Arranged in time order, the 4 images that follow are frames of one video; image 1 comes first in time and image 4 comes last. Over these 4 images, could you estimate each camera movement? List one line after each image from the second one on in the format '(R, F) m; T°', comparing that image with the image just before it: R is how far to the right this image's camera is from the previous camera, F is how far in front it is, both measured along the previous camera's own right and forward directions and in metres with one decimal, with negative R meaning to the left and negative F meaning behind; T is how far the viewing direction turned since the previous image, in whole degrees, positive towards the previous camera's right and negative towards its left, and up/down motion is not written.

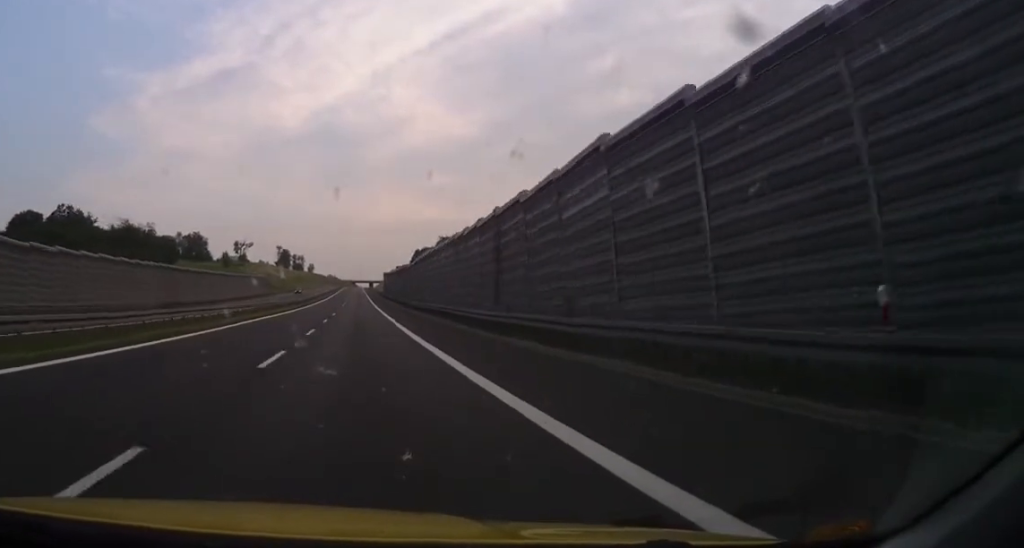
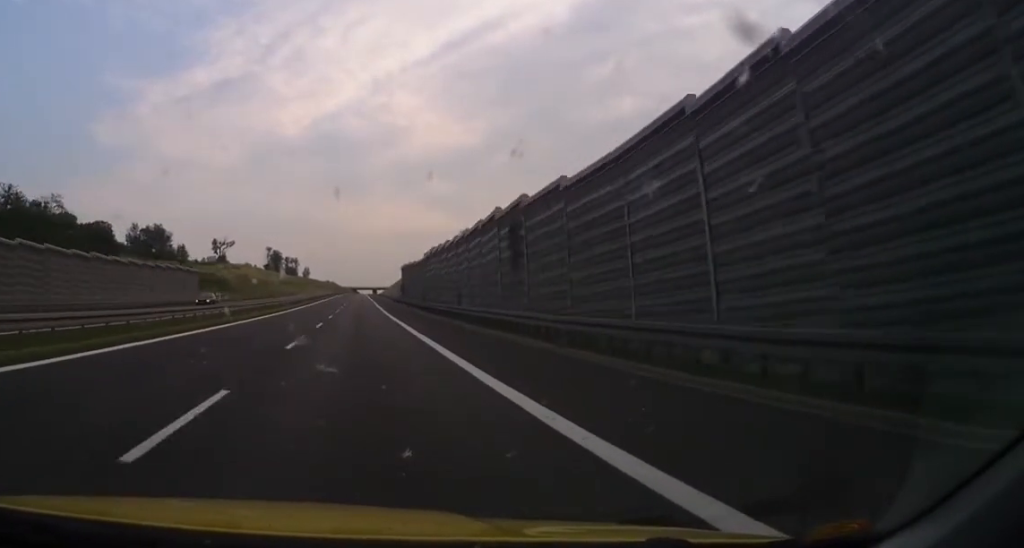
(-0.2, +60.8) m; -1°
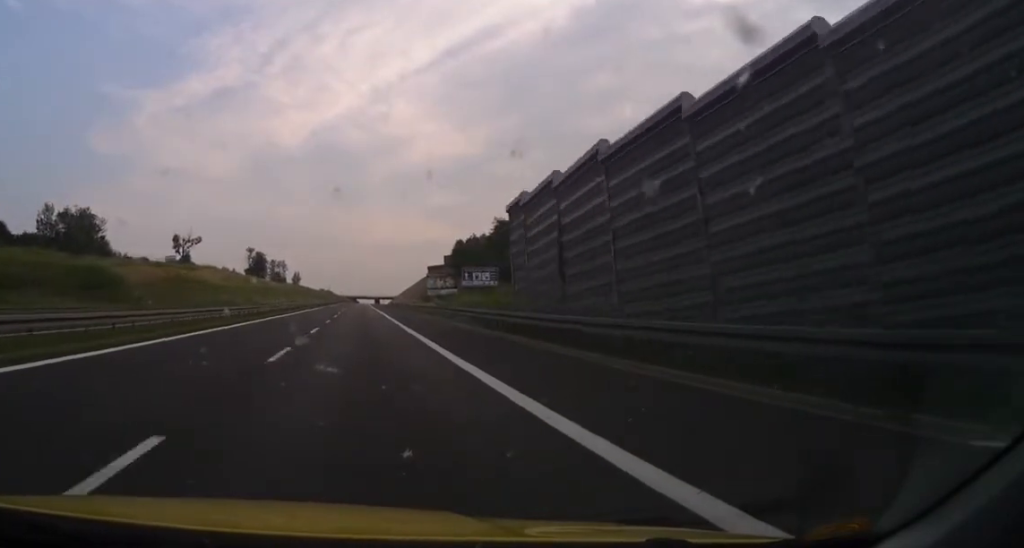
(+0.6, +60.0) m; +1°
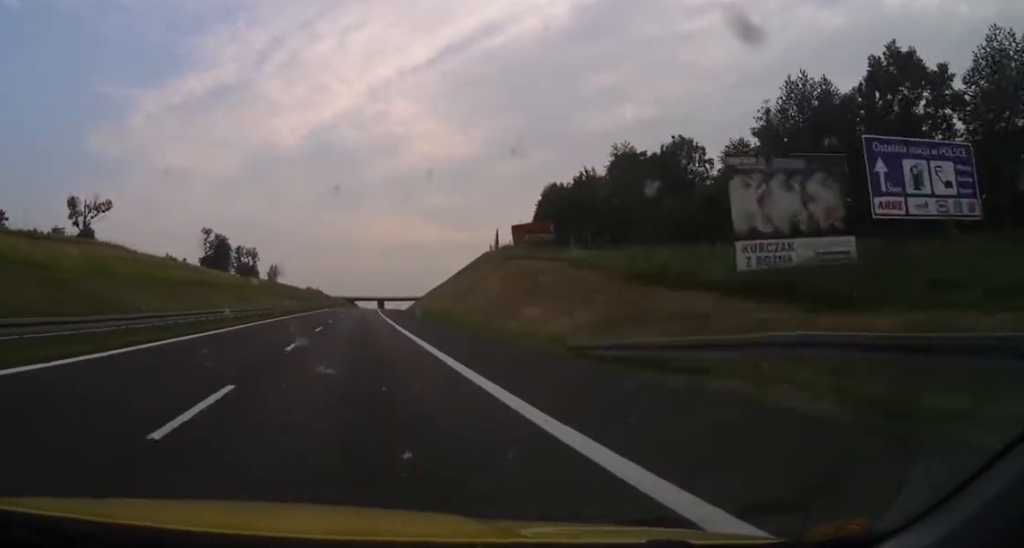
(-1.2, +99.3) m; 0°
